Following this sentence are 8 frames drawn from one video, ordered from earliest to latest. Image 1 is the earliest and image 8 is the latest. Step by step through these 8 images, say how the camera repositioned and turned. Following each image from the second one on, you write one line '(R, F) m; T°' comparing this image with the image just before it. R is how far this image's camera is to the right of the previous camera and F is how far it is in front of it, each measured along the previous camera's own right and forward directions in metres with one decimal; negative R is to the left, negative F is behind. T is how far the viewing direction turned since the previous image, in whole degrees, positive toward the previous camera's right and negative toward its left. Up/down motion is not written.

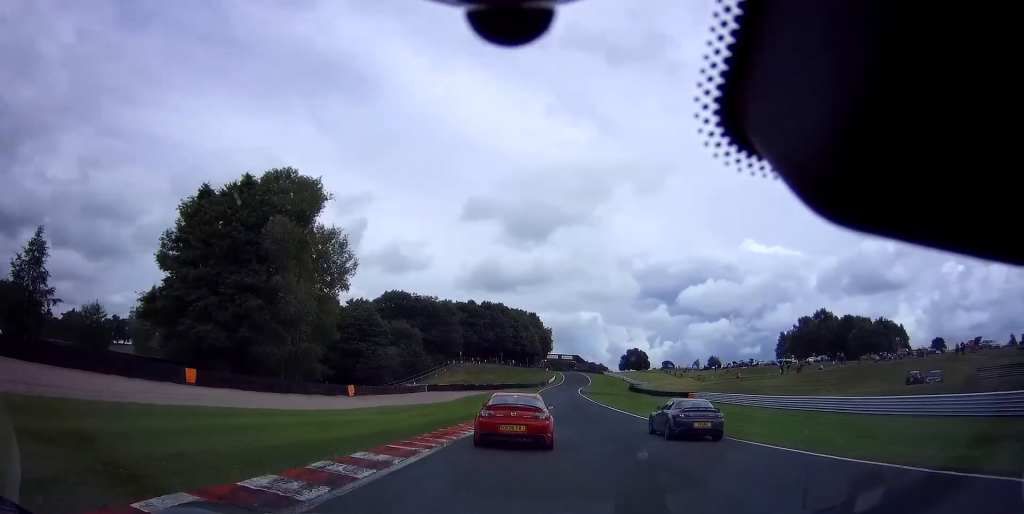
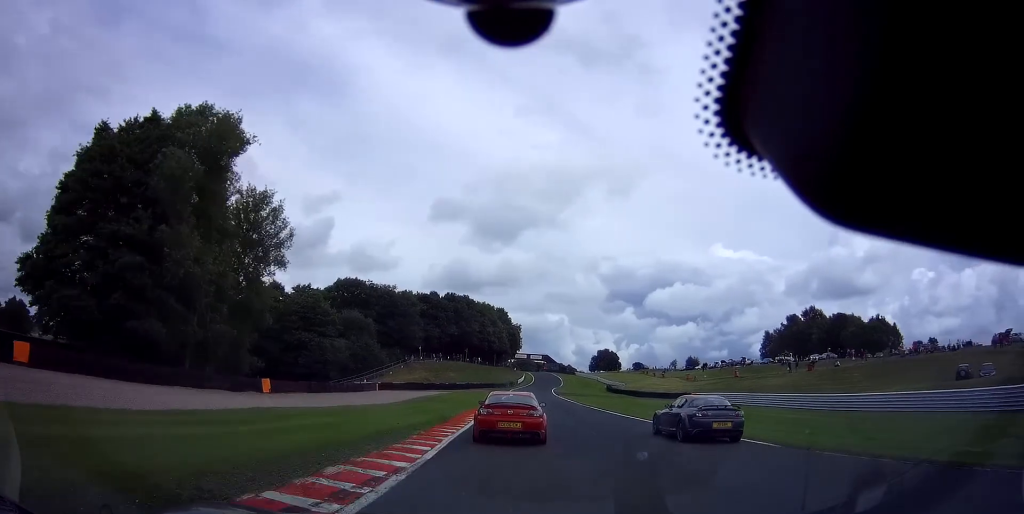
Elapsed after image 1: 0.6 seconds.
(+0.6, +12.5) m; +4°
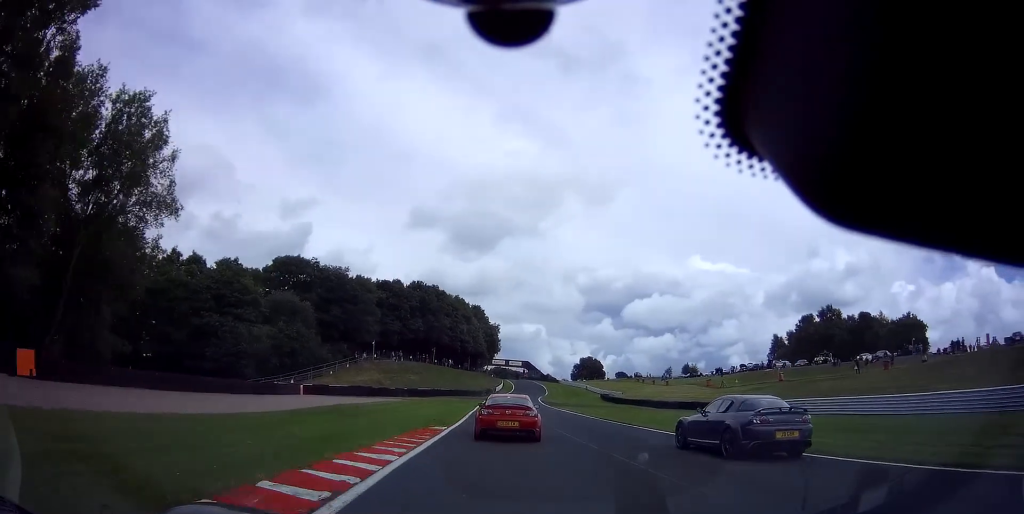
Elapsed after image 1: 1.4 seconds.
(+0.9, +21.1) m; +3°
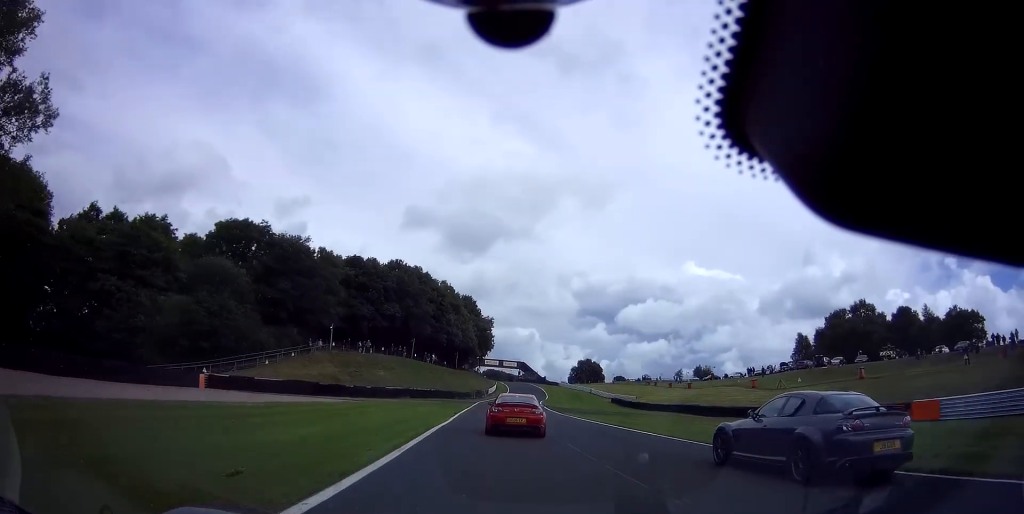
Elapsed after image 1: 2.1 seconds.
(+0.3, +18.1) m; +1°
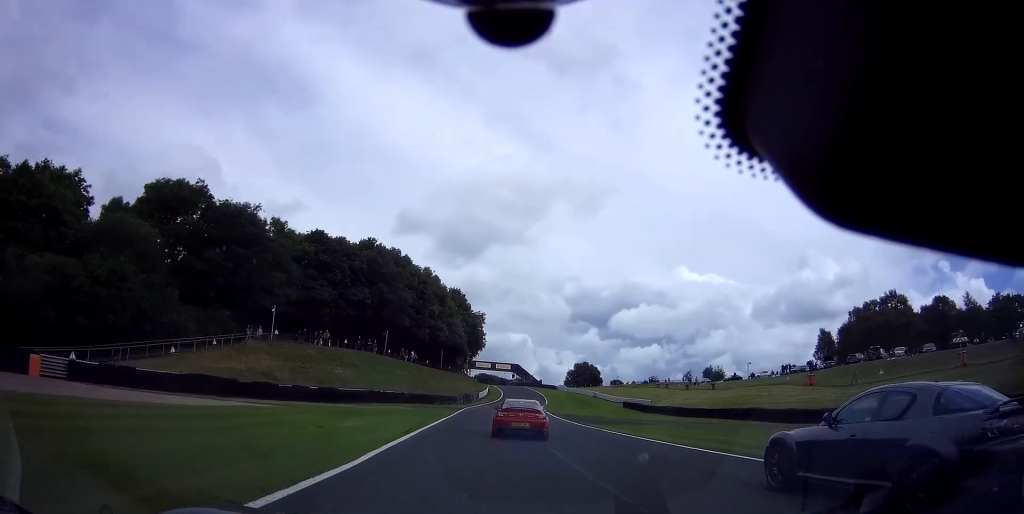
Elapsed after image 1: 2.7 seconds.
(0.0, +15.1) m; +1°
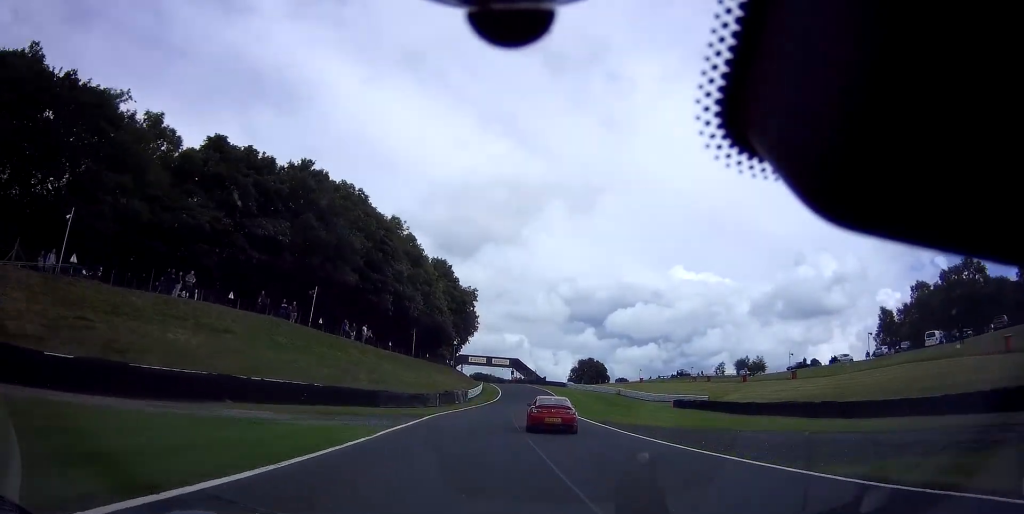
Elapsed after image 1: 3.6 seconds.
(+0.3, +26.1) m; +2°
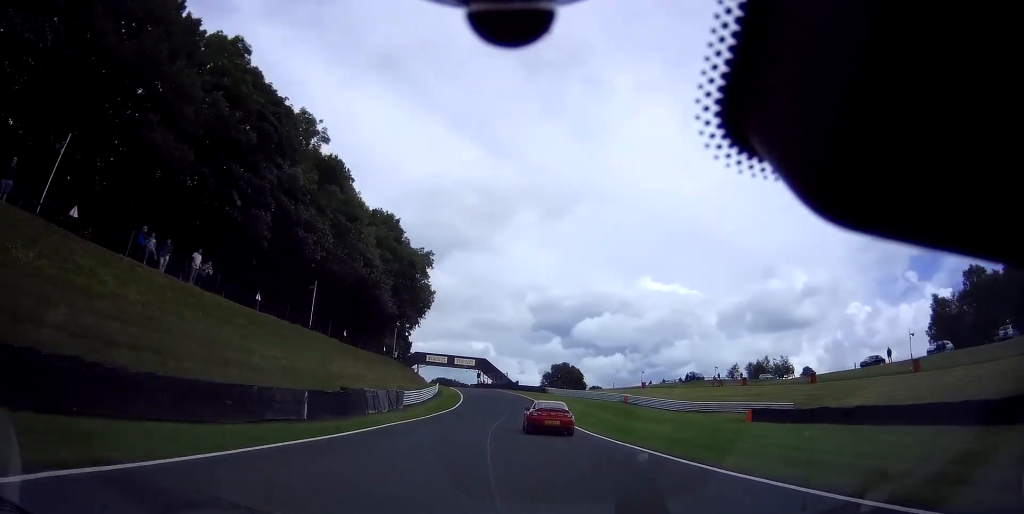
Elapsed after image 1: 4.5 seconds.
(+0.6, +25.8) m; +3°
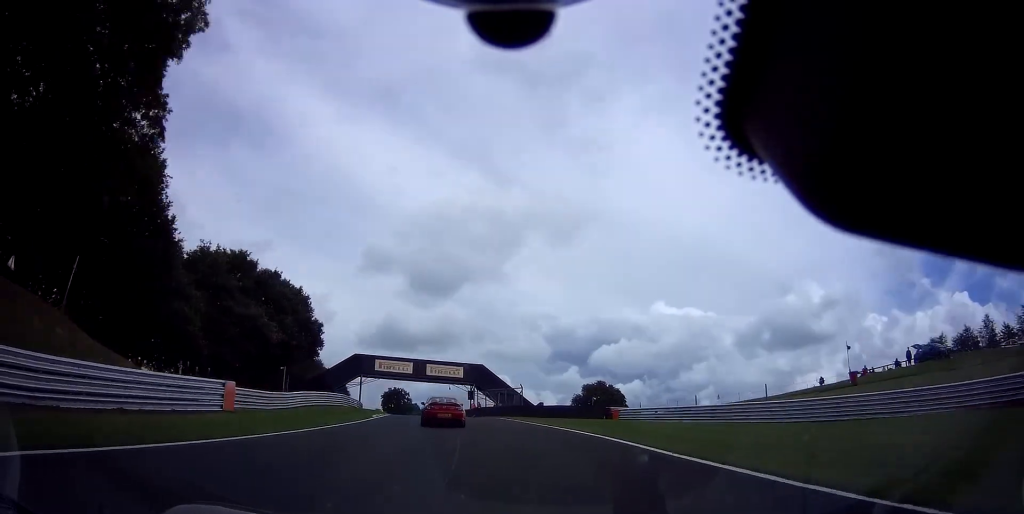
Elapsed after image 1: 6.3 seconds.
(+0.3, +57.0) m; -4°
